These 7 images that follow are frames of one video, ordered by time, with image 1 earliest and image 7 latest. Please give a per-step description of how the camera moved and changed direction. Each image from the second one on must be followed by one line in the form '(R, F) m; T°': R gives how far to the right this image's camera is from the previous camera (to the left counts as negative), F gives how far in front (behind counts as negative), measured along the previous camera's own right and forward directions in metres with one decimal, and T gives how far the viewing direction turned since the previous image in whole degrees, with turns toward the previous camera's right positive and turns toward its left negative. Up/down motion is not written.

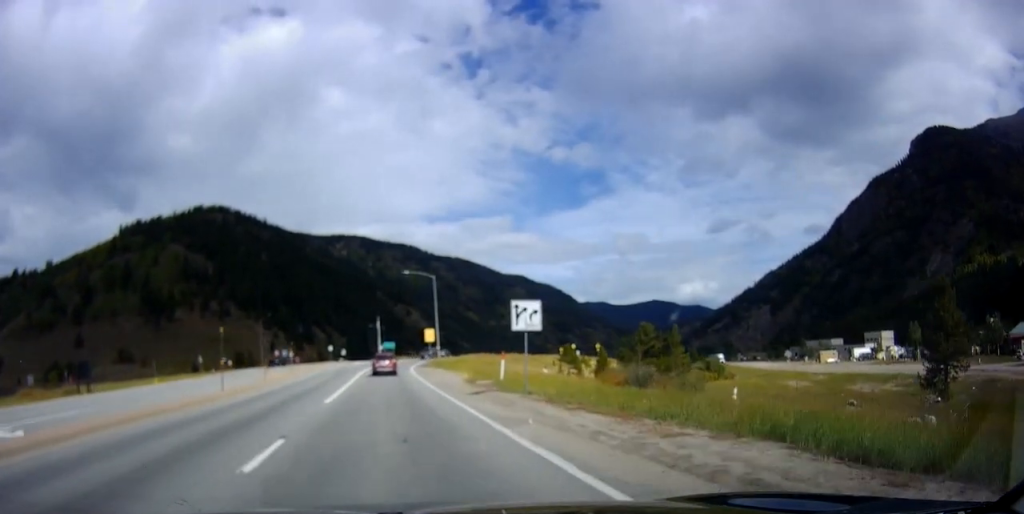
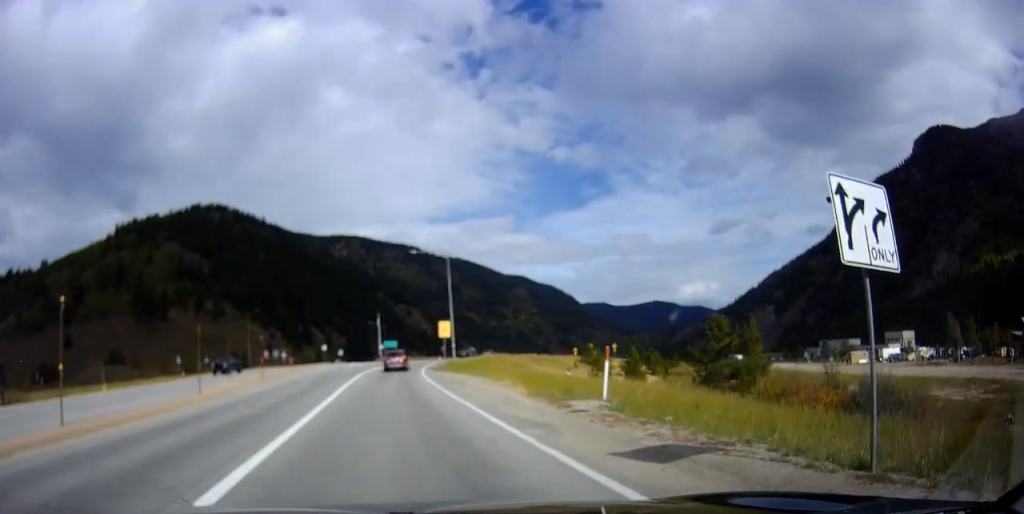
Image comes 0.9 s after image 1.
(+0.3, +12.8) m; 0°
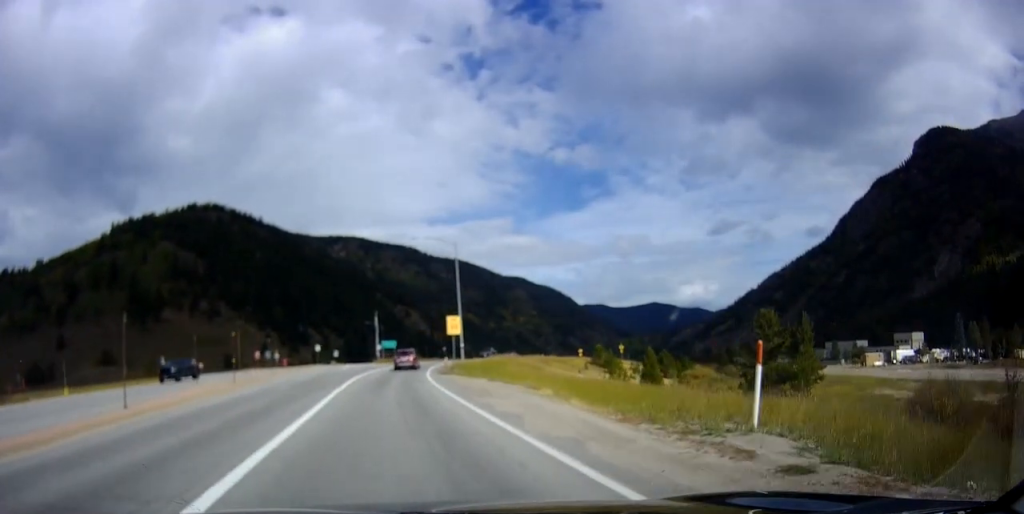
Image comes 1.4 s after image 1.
(-0.1, +6.4) m; 0°
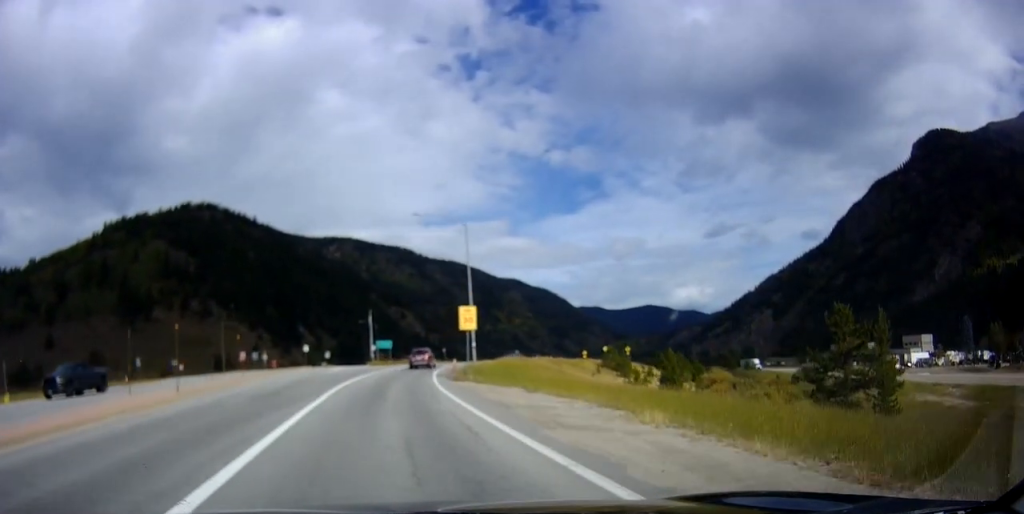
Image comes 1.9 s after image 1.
(-0.1, +7.6) m; 0°
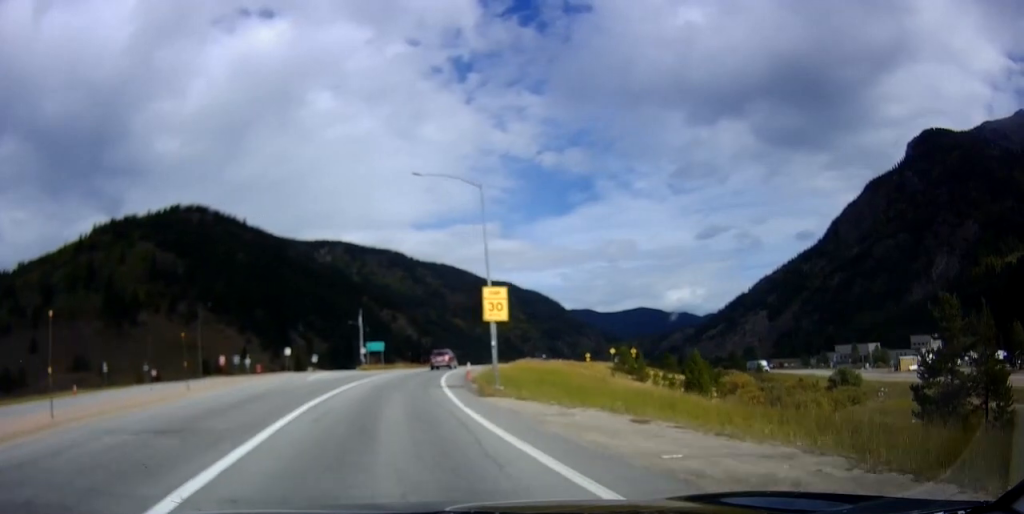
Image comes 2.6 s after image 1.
(+0.2, +8.7) m; 0°
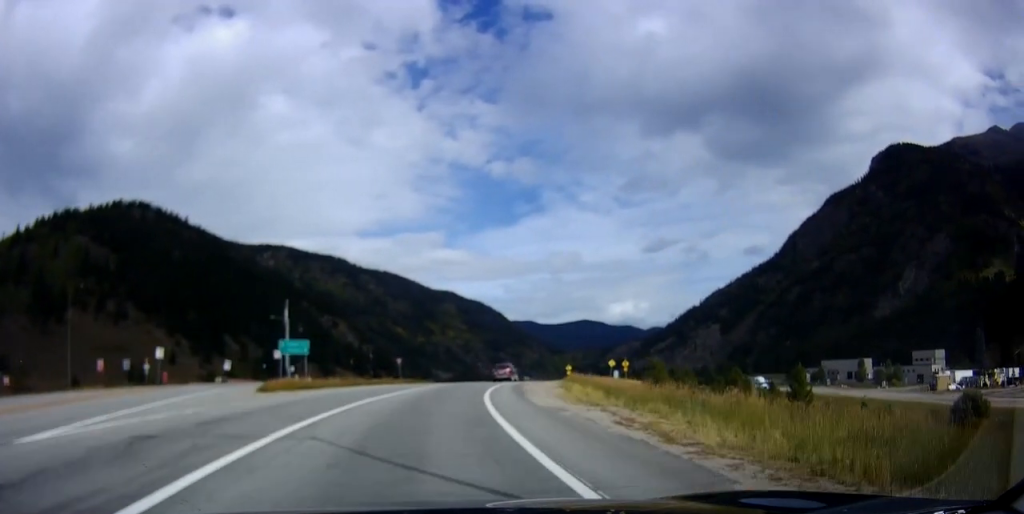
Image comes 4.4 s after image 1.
(+0.3, +25.9) m; +3°
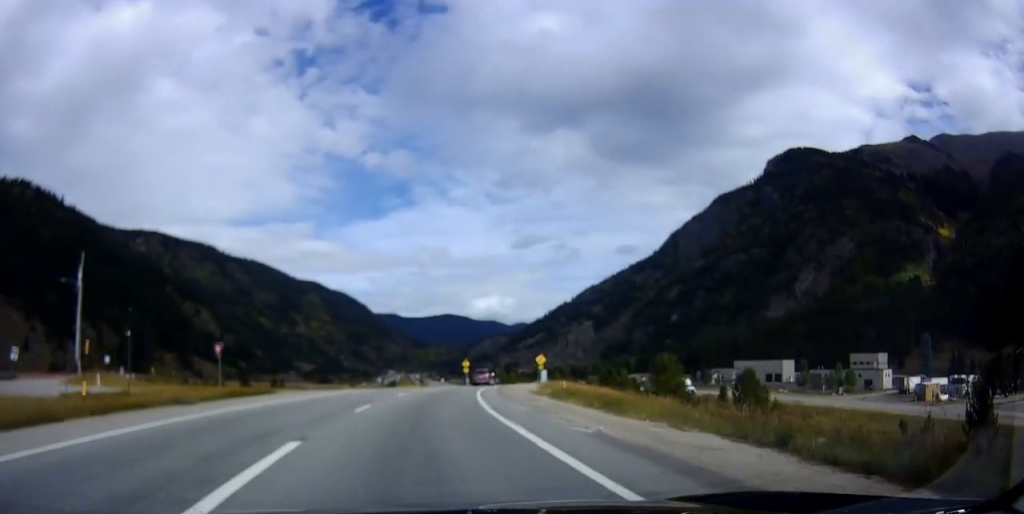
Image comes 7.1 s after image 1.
(+3.0, +37.1) m; +12°
